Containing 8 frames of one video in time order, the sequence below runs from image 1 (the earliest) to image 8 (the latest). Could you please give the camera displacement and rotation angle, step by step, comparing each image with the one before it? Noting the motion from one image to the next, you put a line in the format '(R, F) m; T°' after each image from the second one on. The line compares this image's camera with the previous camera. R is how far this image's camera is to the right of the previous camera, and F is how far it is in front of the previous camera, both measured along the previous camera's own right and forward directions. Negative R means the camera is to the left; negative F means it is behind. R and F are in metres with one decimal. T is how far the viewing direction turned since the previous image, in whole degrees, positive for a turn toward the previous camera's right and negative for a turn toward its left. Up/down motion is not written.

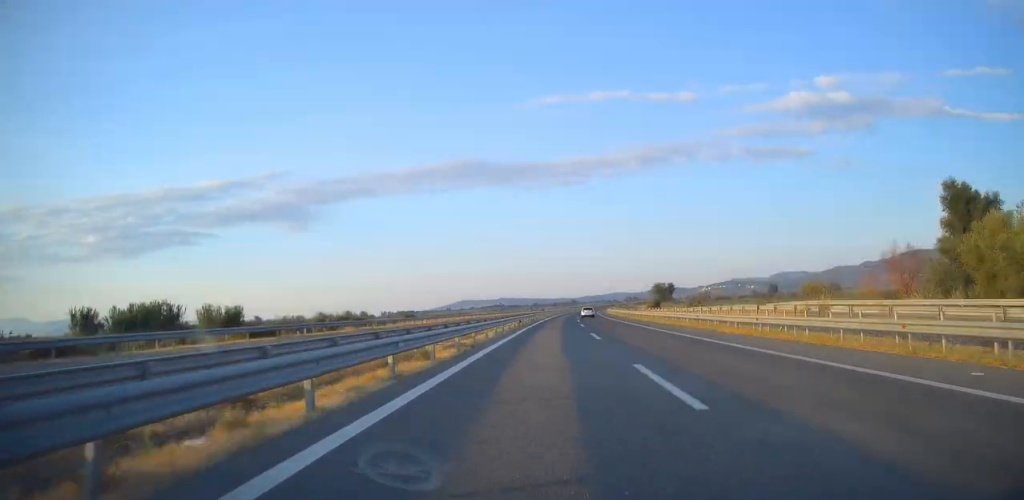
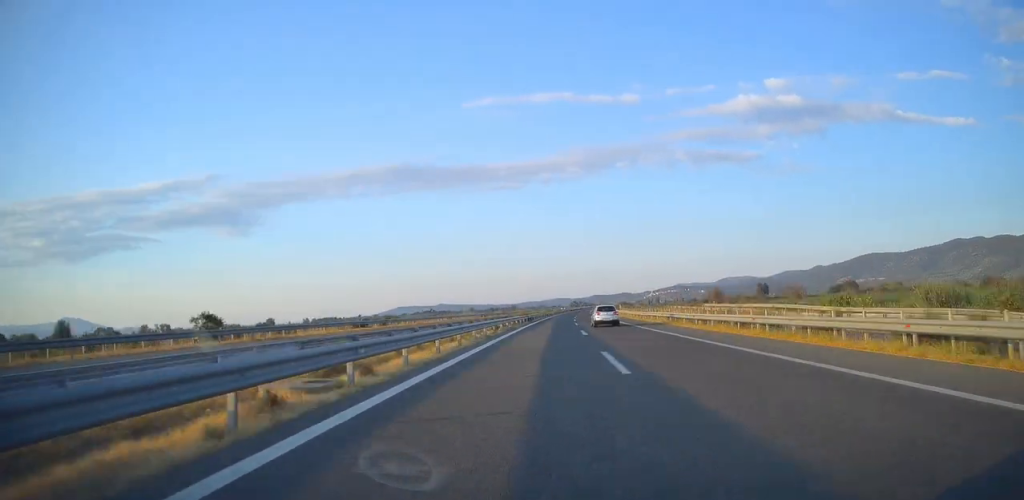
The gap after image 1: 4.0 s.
(+14.4, +170.0) m; +4°
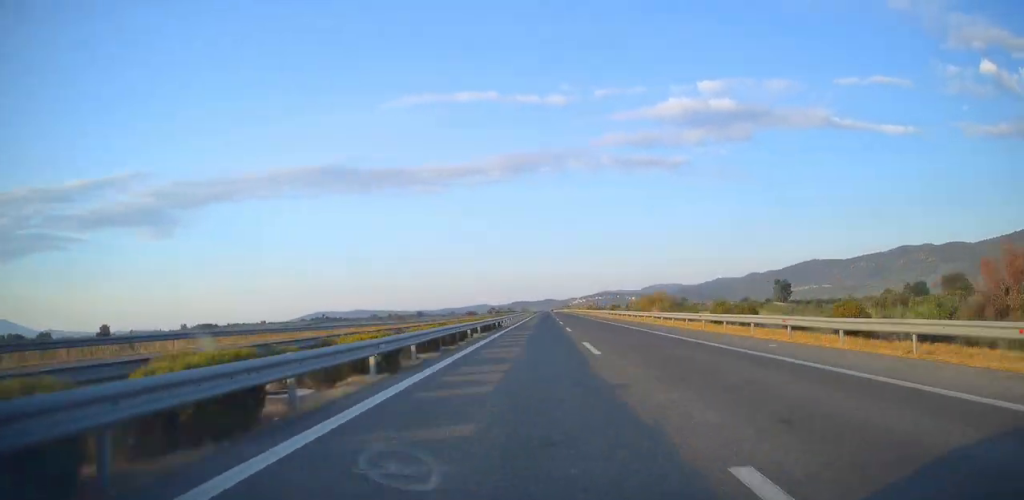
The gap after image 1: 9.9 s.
(+11.9, +243.7) m; +4°
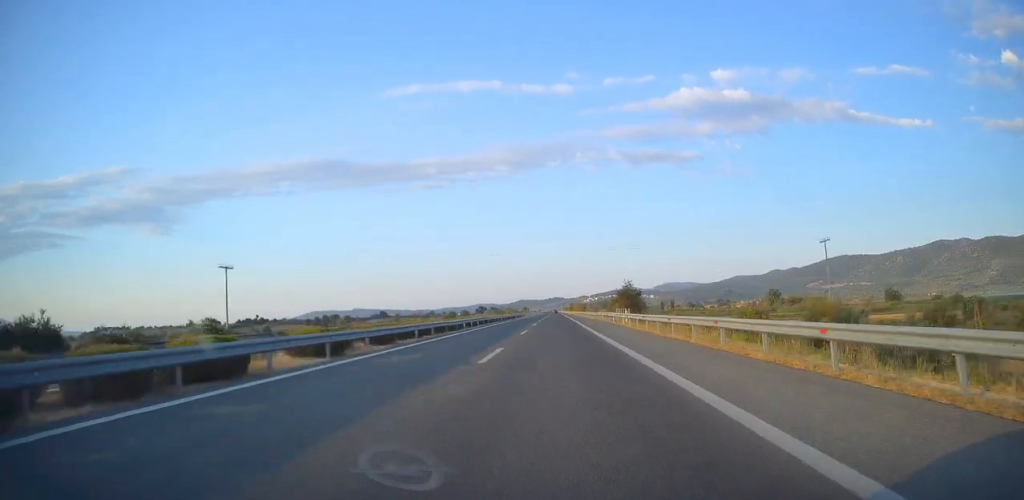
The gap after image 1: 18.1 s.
(+11.0, +312.6) m; +2°
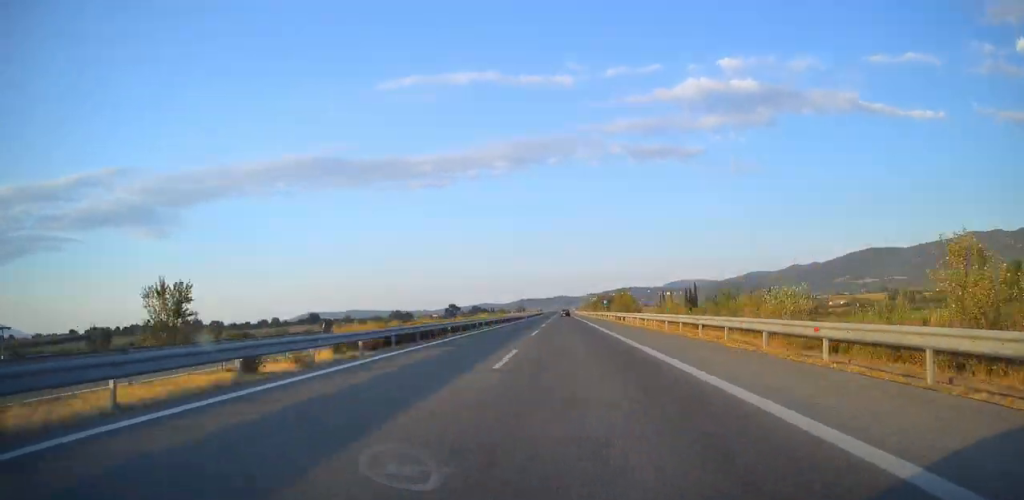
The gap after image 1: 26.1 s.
(+1.9, +256.6) m; 0°
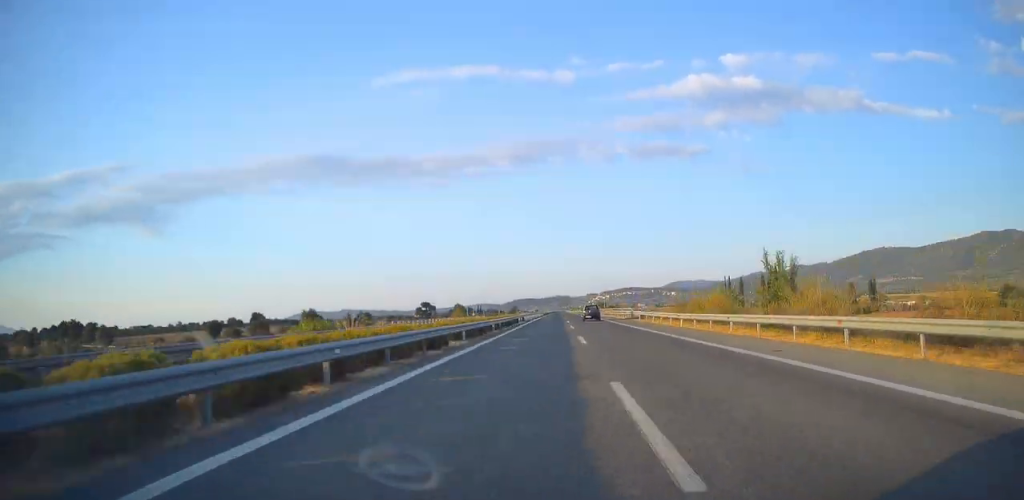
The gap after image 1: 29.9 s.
(-0.1, +99.6) m; 0°
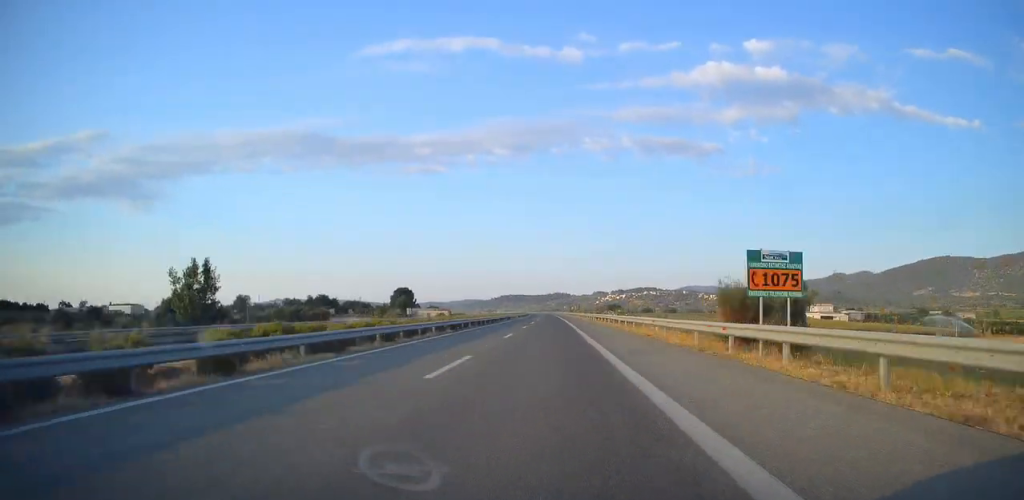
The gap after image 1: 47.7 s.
(+1.1, +907.2) m; -1°
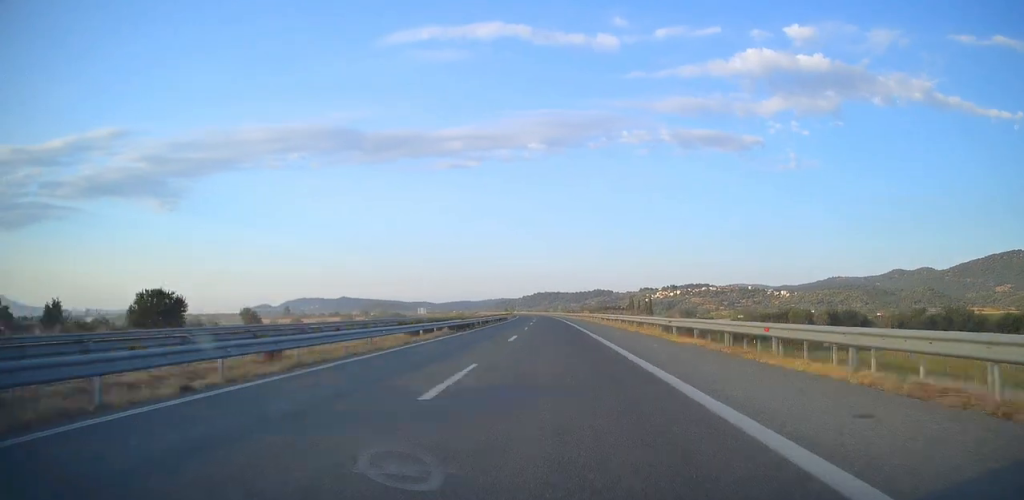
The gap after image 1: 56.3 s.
(-8.8, +401.6) m; -4°
